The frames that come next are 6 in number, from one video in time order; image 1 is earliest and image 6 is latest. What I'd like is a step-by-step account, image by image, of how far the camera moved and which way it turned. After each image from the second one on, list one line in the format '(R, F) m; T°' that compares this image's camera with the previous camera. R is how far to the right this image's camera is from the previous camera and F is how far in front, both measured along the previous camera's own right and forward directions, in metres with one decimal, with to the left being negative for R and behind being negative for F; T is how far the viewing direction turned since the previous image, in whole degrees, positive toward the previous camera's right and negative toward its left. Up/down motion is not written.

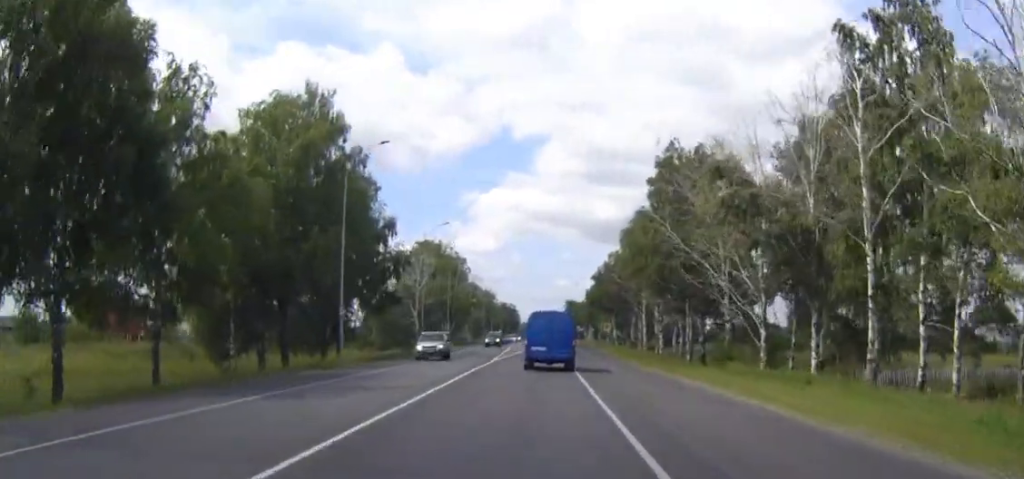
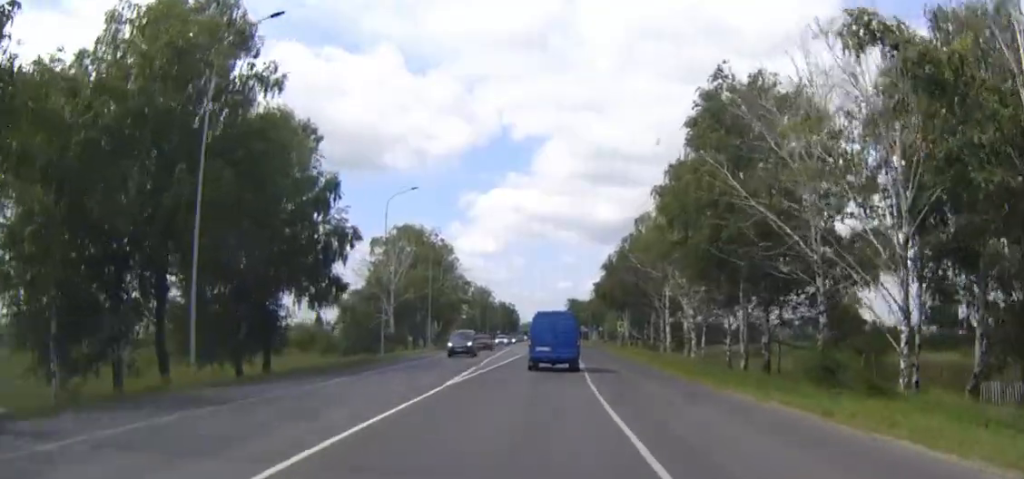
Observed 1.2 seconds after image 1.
(0.0, +19.5) m; 0°
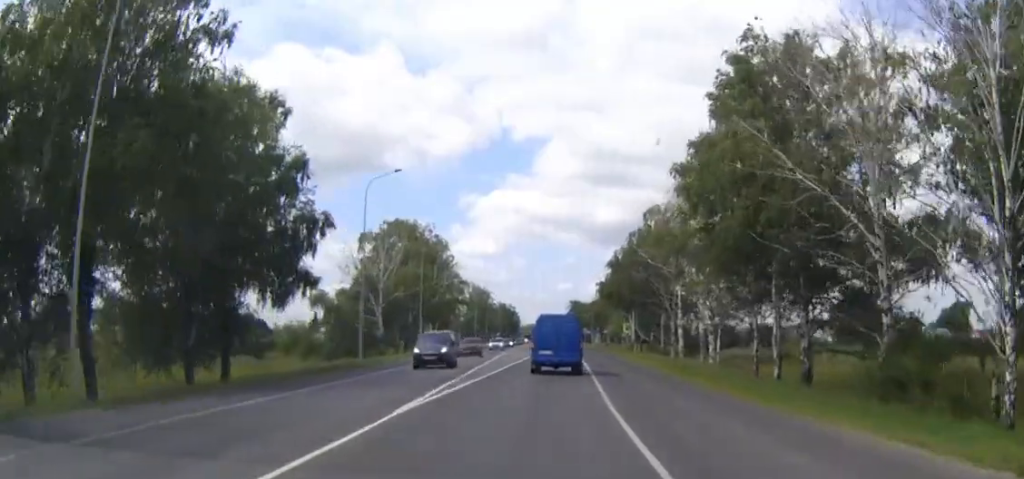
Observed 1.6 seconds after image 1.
(0.0, +7.3) m; 0°
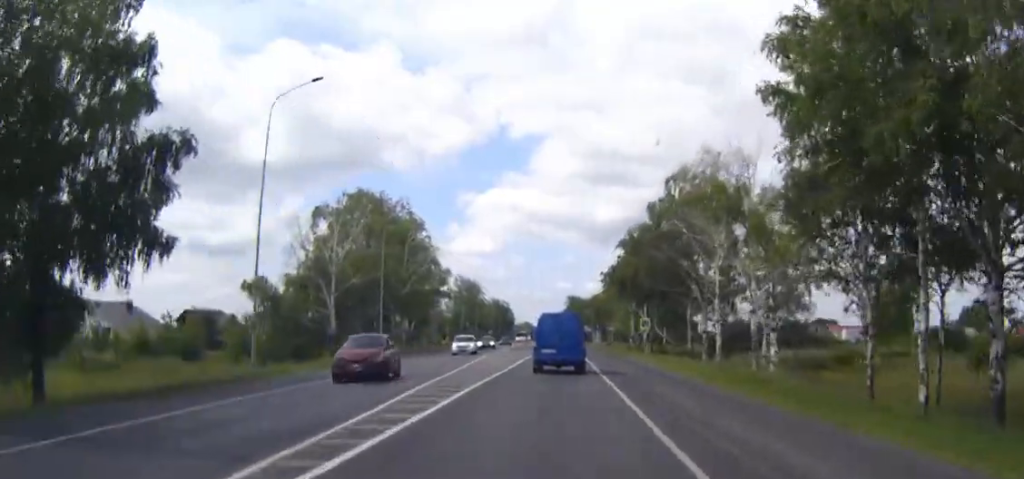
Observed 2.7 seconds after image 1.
(0.0, +18.8) m; 0°
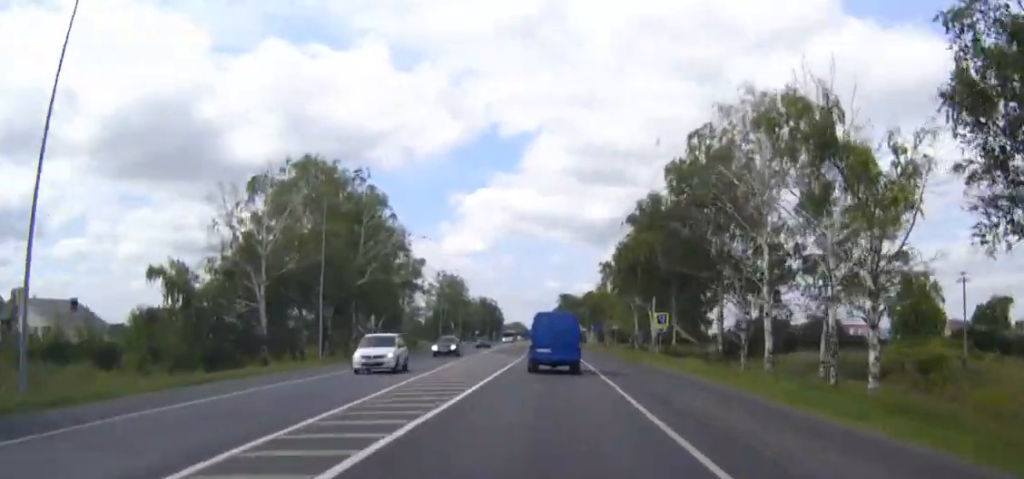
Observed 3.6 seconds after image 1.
(+0.1, +16.1) m; +1°
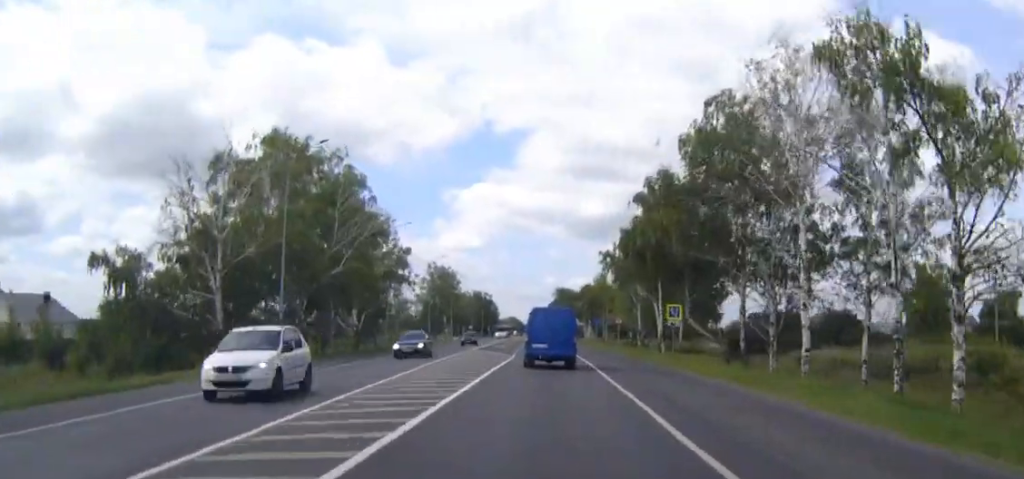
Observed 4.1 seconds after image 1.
(0.0, +7.4) m; 0°
